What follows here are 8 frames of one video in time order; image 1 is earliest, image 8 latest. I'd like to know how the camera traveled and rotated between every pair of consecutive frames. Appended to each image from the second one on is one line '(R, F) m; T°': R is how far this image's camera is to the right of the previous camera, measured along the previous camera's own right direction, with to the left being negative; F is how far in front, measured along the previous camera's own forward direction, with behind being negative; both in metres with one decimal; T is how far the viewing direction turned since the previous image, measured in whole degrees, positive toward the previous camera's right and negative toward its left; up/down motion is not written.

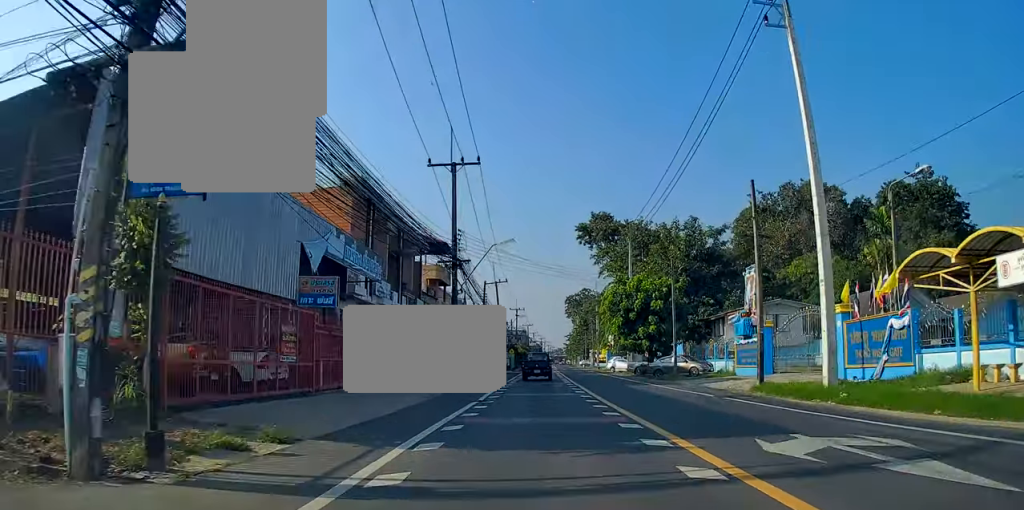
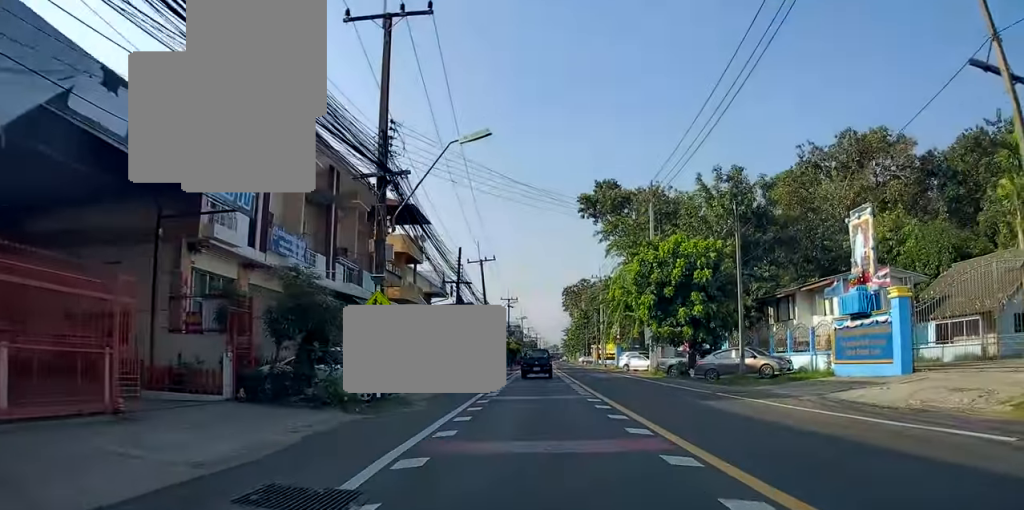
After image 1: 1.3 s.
(+1.1, +13.9) m; +3°
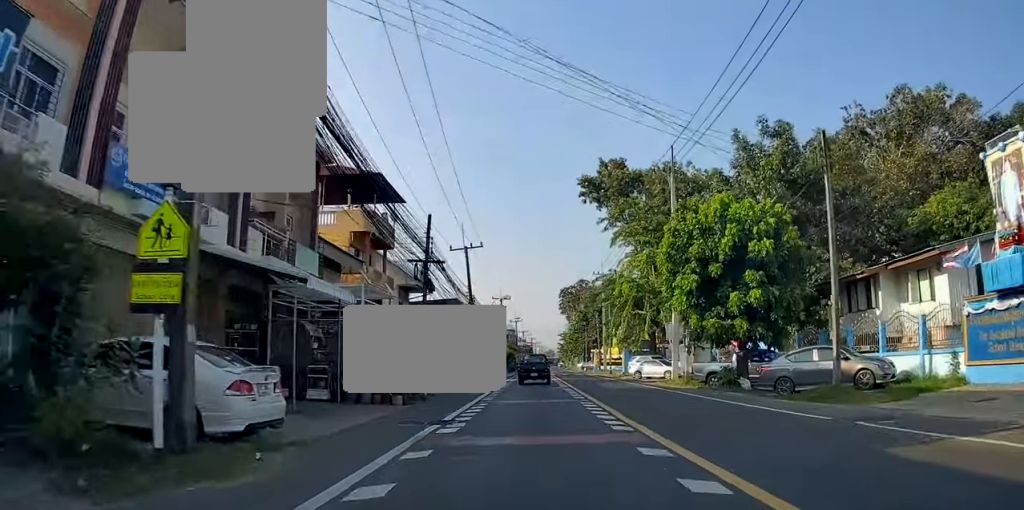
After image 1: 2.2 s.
(-0.6, +8.6) m; 0°
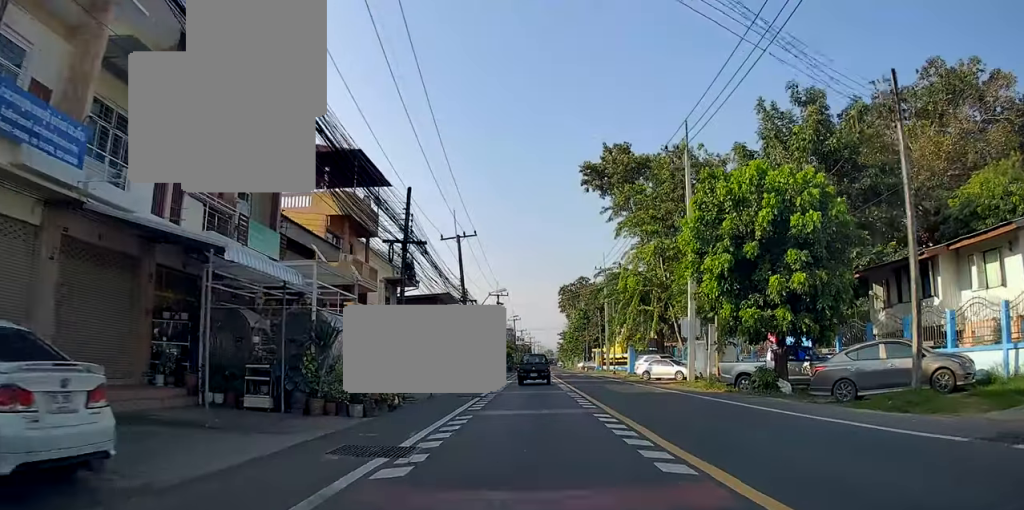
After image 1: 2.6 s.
(+0.1, +4.5) m; 0°
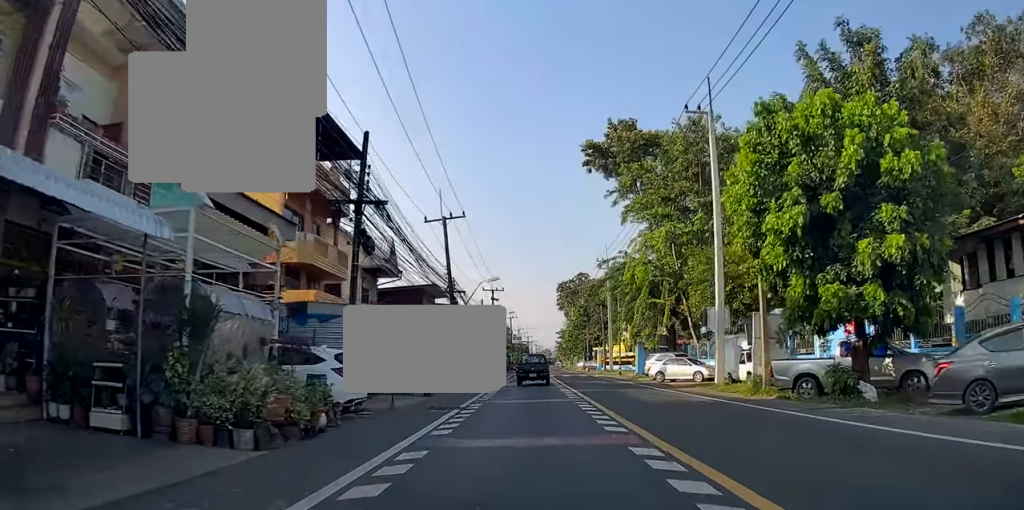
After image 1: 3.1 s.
(+0.4, +5.9) m; 0°
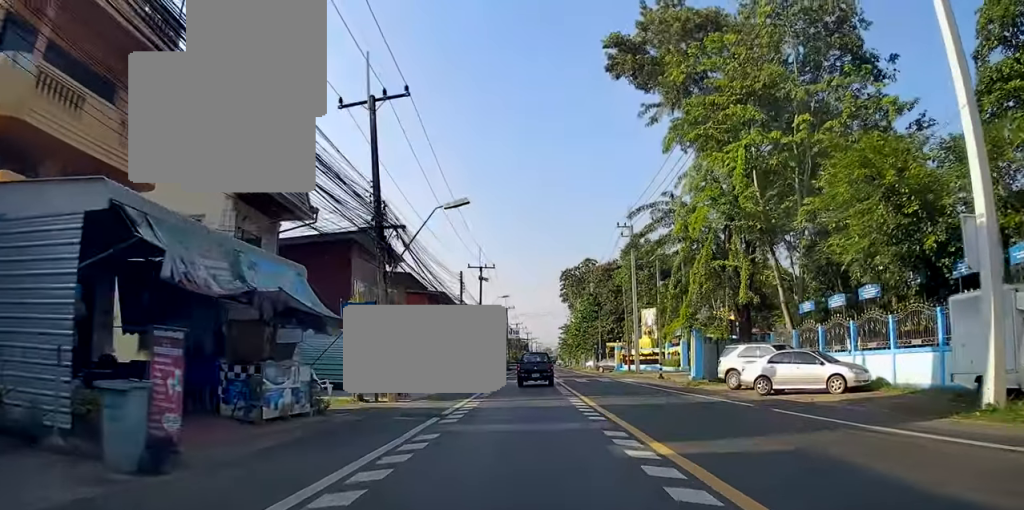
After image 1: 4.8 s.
(-0.3, +17.5) m; +2°
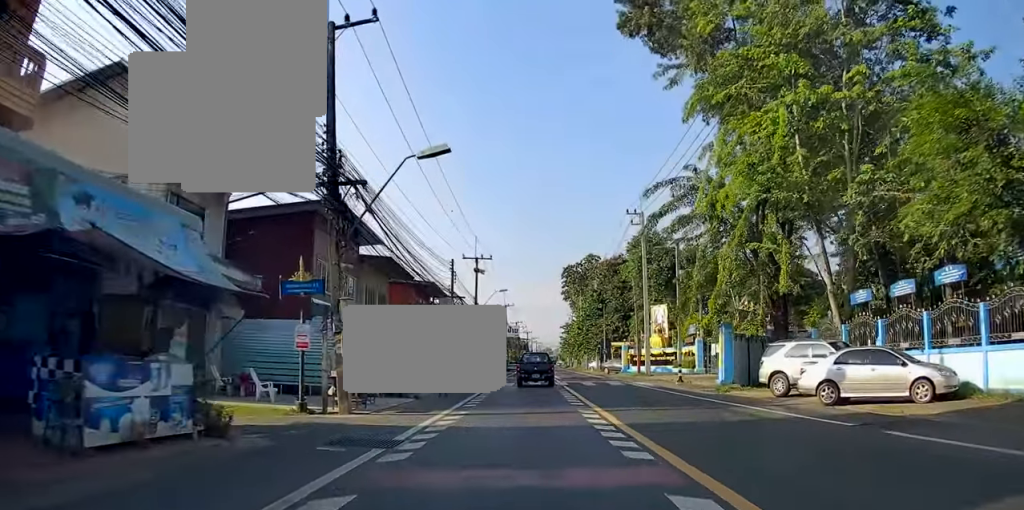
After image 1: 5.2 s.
(+0.2, +5.0) m; +2°
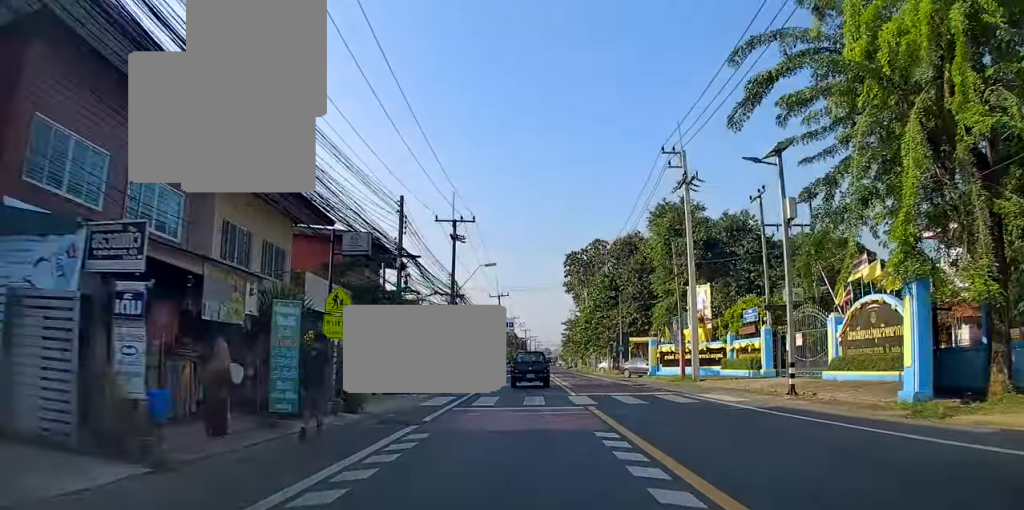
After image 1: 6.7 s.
(-0.4, +15.3) m; -5°
